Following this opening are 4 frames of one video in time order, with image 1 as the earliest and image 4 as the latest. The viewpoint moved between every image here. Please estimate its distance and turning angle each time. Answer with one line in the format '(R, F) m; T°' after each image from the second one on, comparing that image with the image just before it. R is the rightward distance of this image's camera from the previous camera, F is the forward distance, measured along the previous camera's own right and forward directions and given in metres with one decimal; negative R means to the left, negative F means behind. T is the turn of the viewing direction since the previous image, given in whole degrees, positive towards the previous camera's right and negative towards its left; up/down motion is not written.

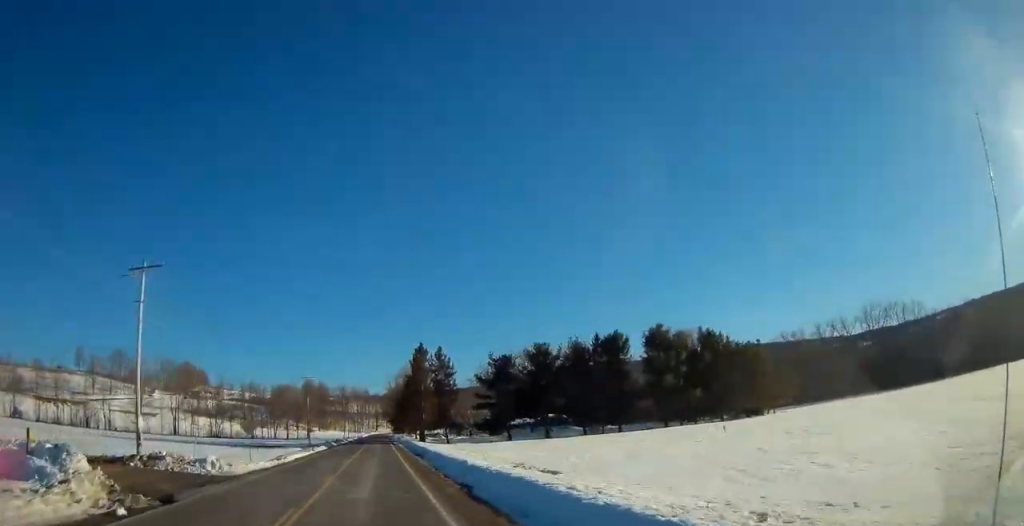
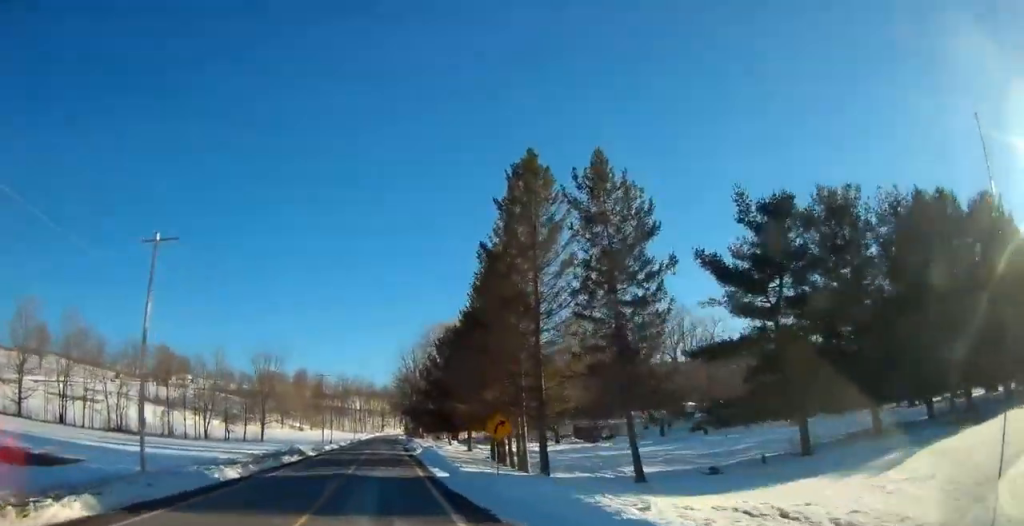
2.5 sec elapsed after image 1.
(+0.2, +62.5) m; 0°
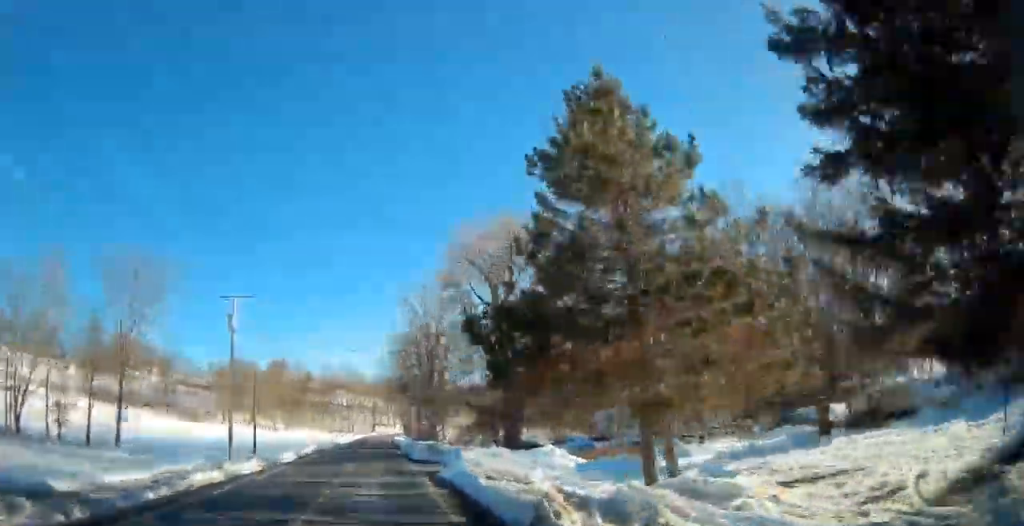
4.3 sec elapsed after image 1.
(0.0, +47.3) m; 0°
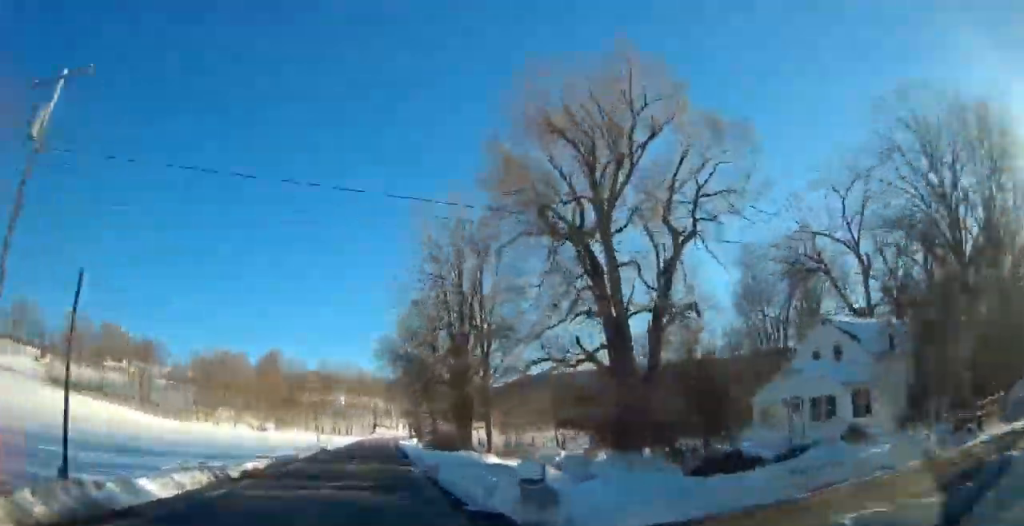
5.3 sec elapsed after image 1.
(0.0, +23.7) m; 0°
